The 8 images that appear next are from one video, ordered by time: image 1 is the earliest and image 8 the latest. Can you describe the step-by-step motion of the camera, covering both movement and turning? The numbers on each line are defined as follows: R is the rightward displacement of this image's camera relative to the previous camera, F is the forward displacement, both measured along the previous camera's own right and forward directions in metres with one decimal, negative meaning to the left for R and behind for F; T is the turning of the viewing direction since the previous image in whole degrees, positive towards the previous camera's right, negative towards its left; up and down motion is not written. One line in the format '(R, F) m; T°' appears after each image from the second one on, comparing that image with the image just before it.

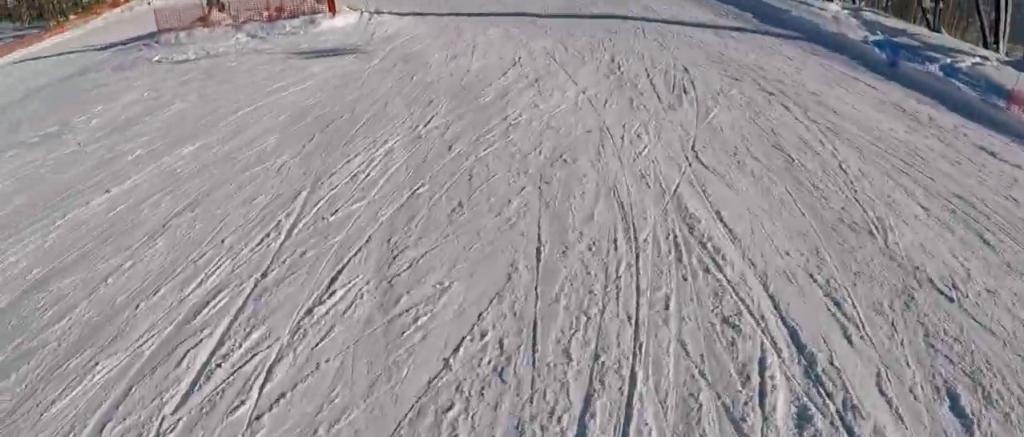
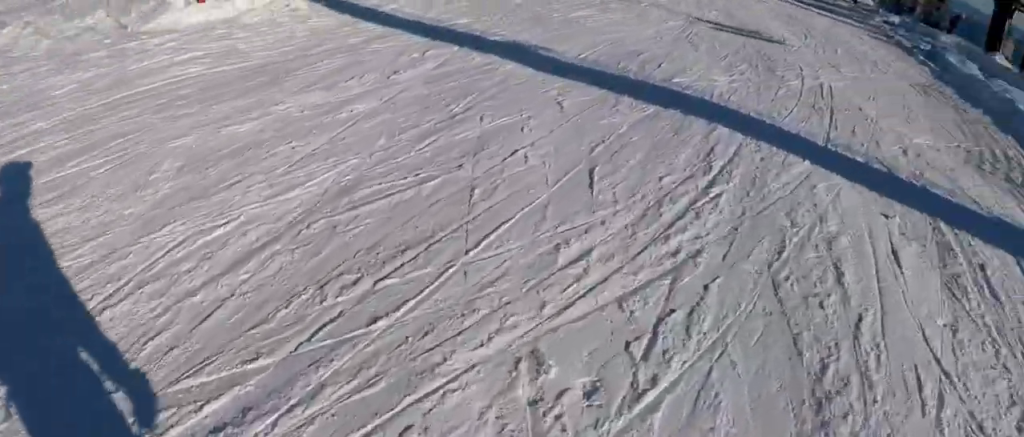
(0.0, +8.8) m; -11°
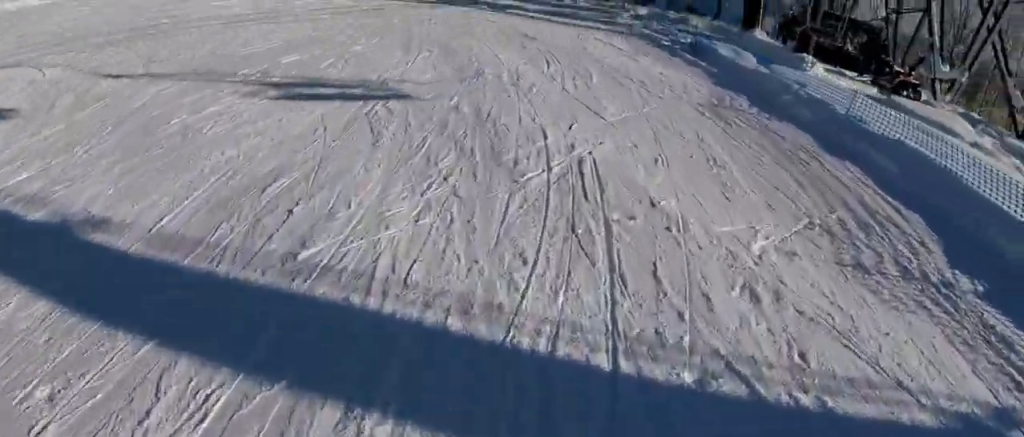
(-0.7, +2.9) m; -11°
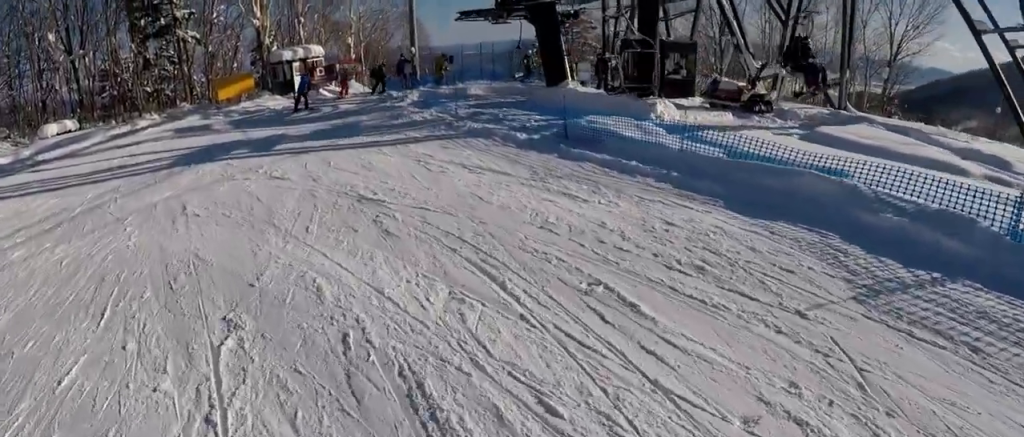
(-0.5, +5.2) m; -7°
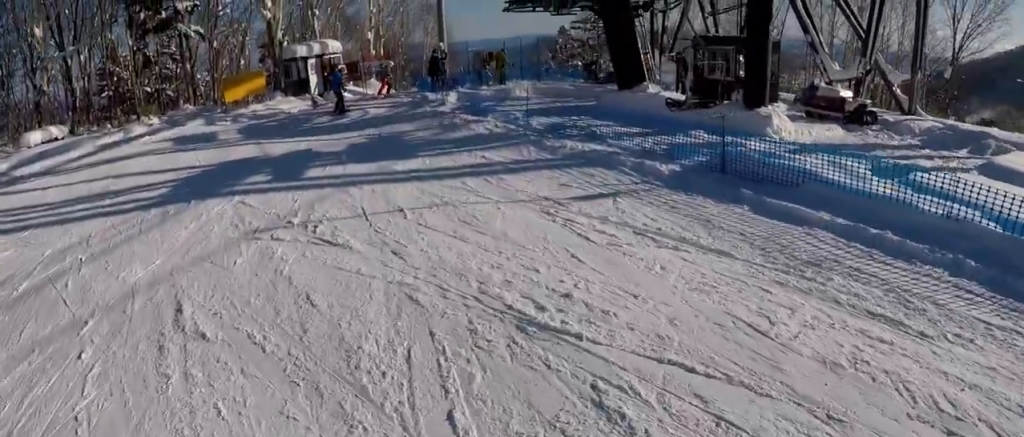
(0.0, +3.3) m; +7°
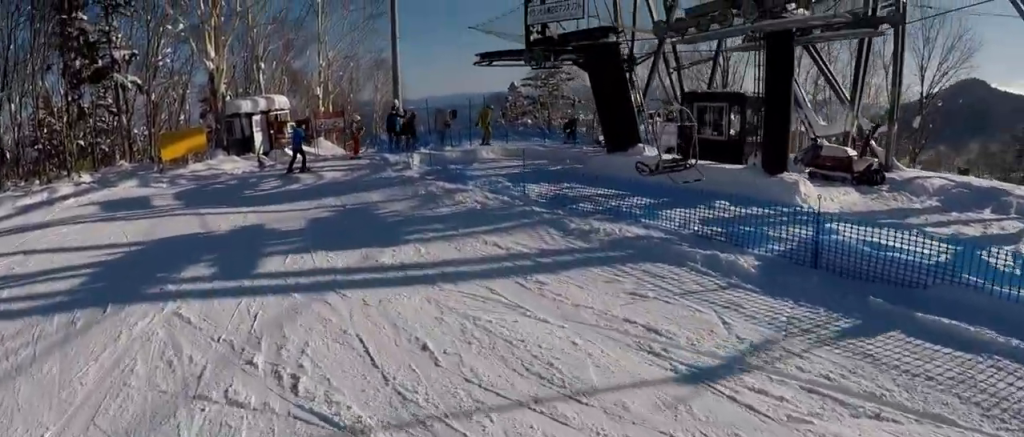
(+0.3, +2.2) m; +11°
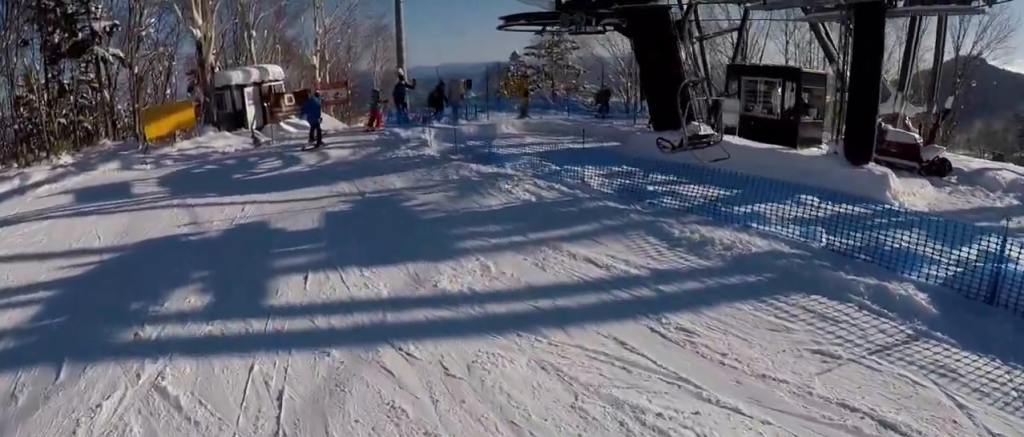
(+0.2, +2.0) m; +6°
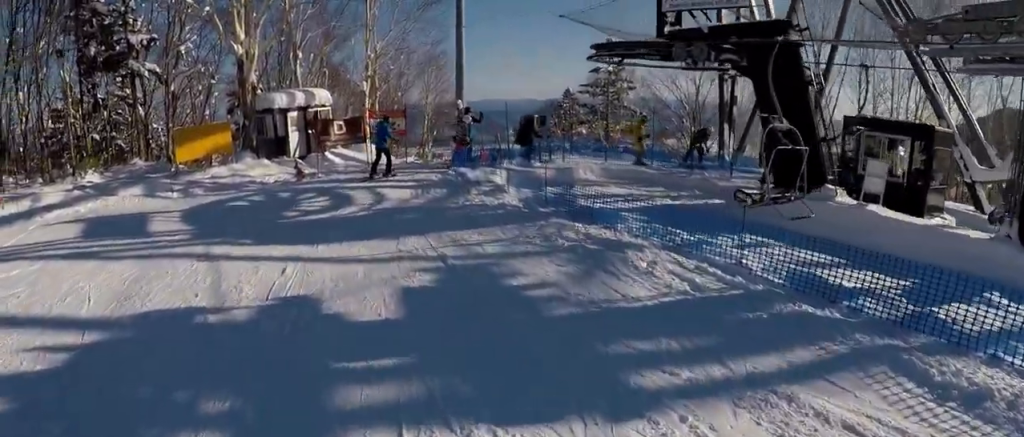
(+0.4, +2.7) m; -3°
